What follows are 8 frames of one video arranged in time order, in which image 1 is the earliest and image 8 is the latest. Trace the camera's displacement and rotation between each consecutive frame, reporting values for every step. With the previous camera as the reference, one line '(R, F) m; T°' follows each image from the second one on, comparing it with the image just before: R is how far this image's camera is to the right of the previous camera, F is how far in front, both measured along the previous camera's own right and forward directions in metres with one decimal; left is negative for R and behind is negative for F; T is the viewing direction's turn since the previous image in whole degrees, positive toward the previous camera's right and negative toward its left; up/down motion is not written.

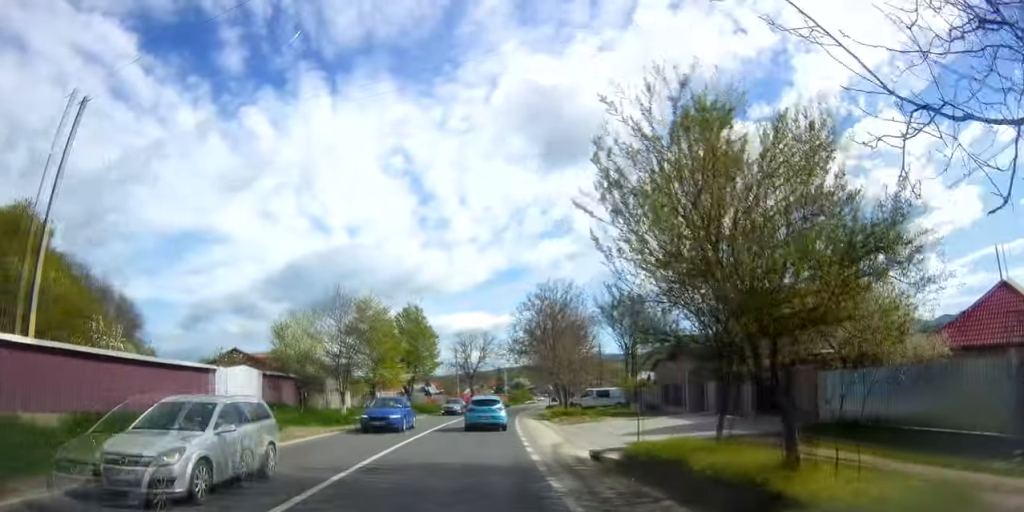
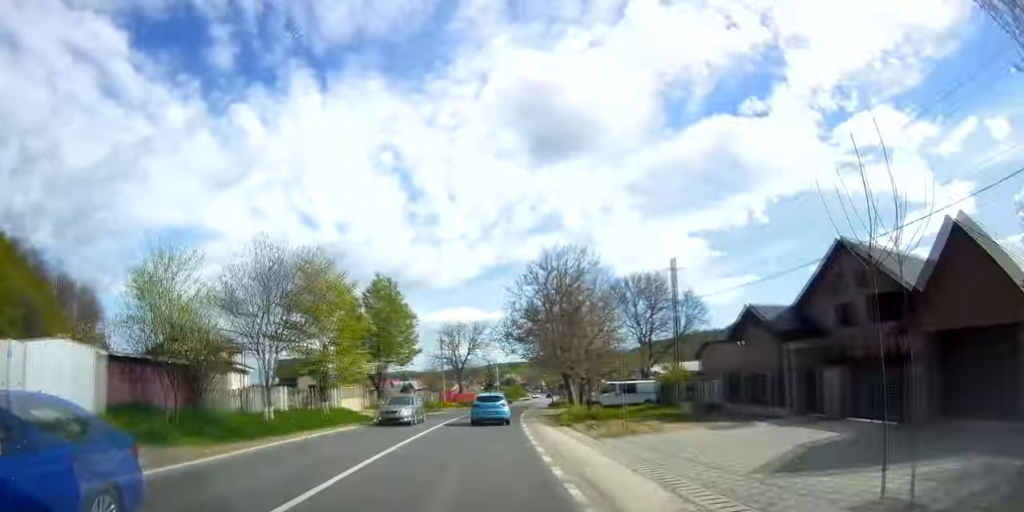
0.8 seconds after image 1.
(+0.6, +11.1) m; +2°
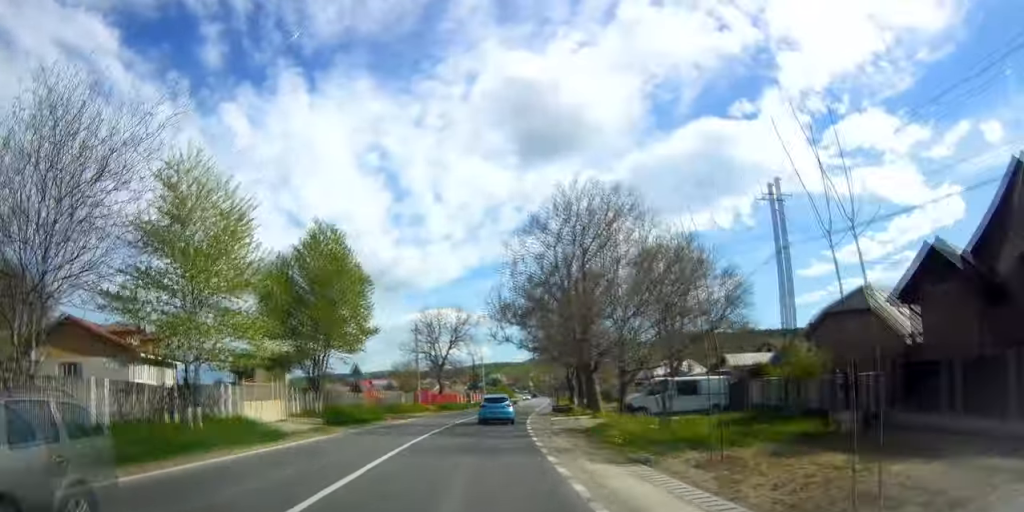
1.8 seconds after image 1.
(-0.1, +13.2) m; -2°
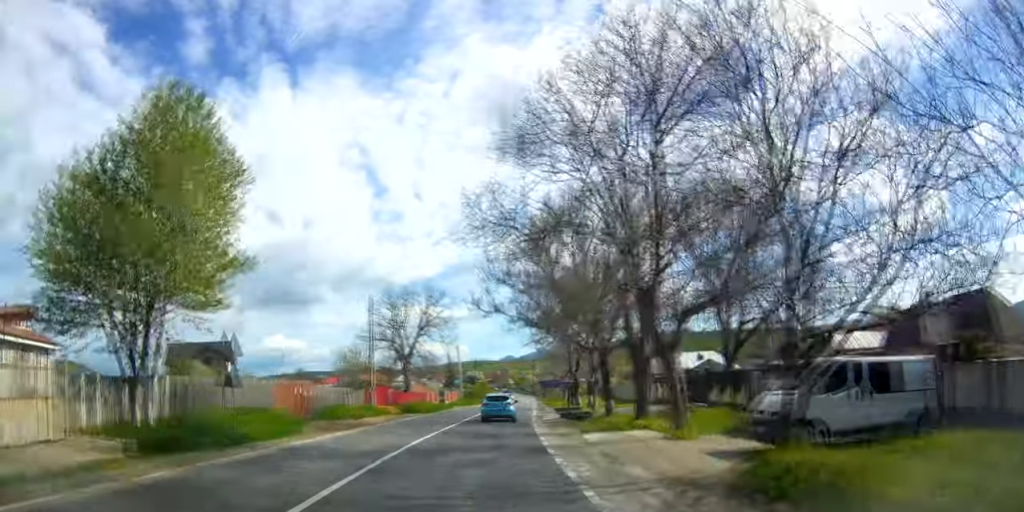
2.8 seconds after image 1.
(-0.4, +14.5) m; -1°
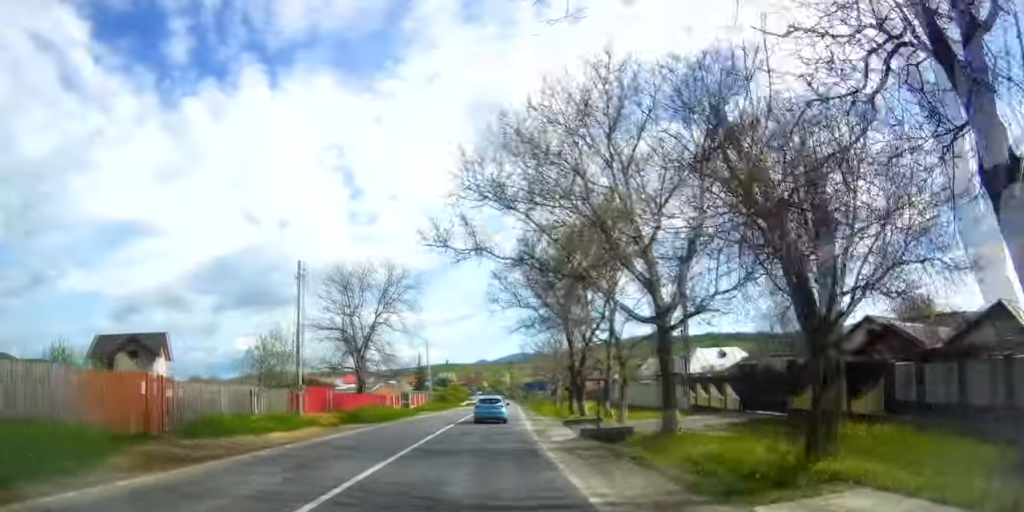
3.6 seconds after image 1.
(+0.2, +12.2) m; +5°
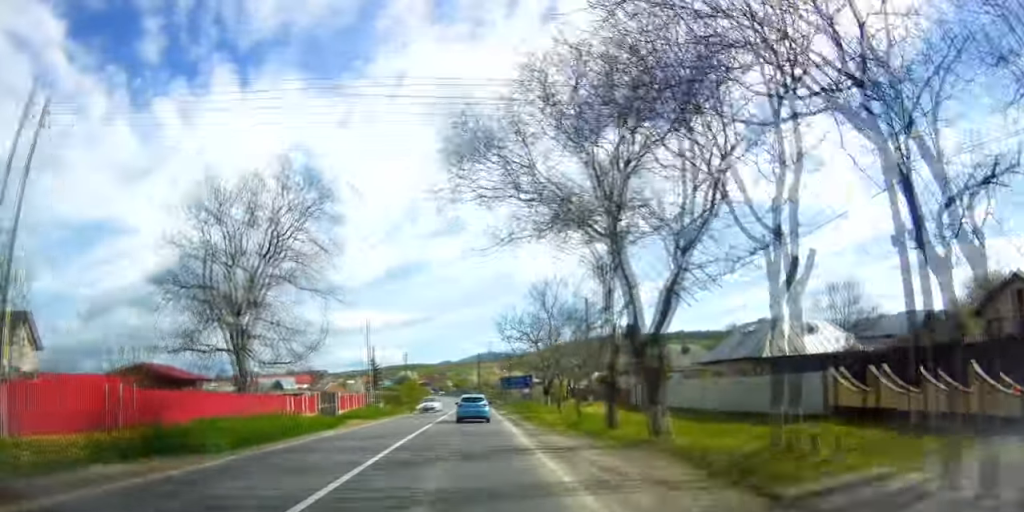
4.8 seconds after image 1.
(+1.5, +18.8) m; +7°
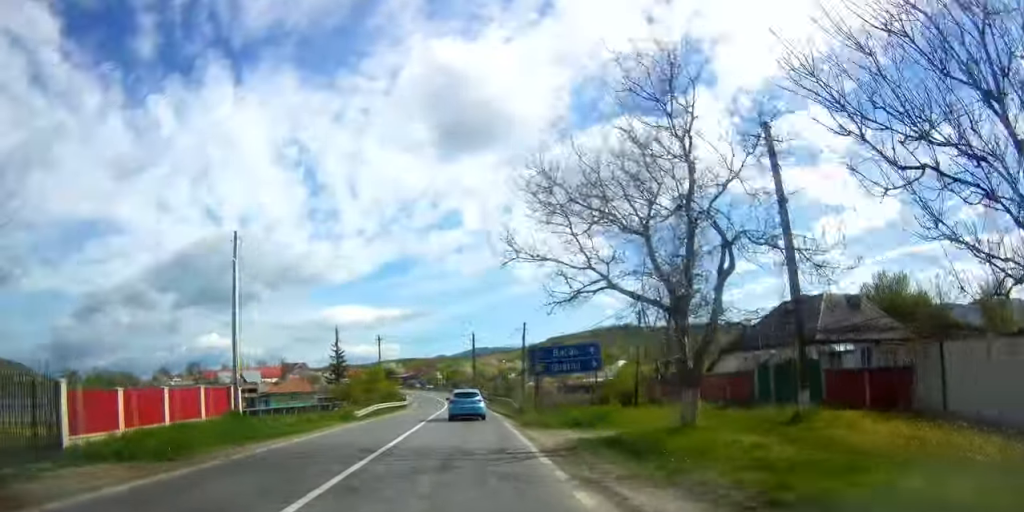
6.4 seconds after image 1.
(+0.9, +27.6) m; +2°
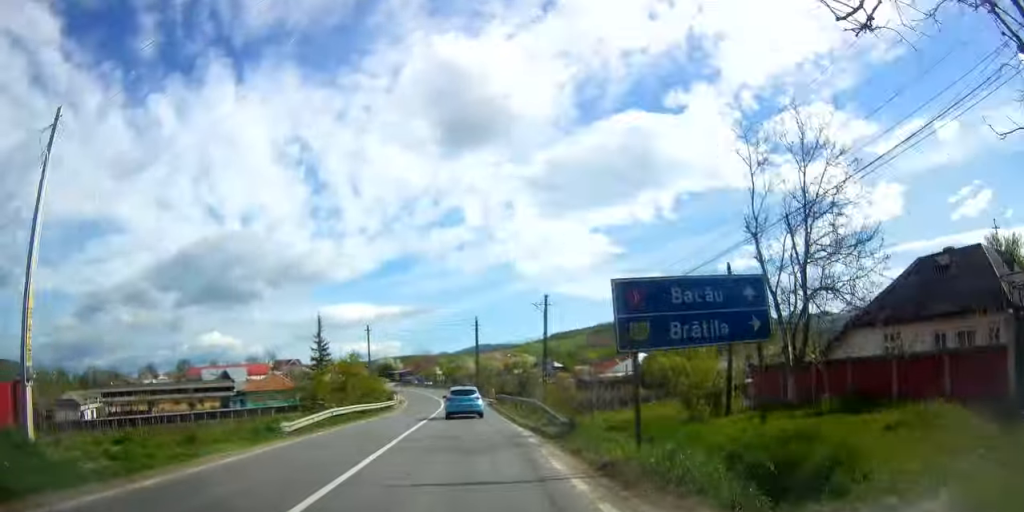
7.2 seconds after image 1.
(+0.1, +13.8) m; 0°
